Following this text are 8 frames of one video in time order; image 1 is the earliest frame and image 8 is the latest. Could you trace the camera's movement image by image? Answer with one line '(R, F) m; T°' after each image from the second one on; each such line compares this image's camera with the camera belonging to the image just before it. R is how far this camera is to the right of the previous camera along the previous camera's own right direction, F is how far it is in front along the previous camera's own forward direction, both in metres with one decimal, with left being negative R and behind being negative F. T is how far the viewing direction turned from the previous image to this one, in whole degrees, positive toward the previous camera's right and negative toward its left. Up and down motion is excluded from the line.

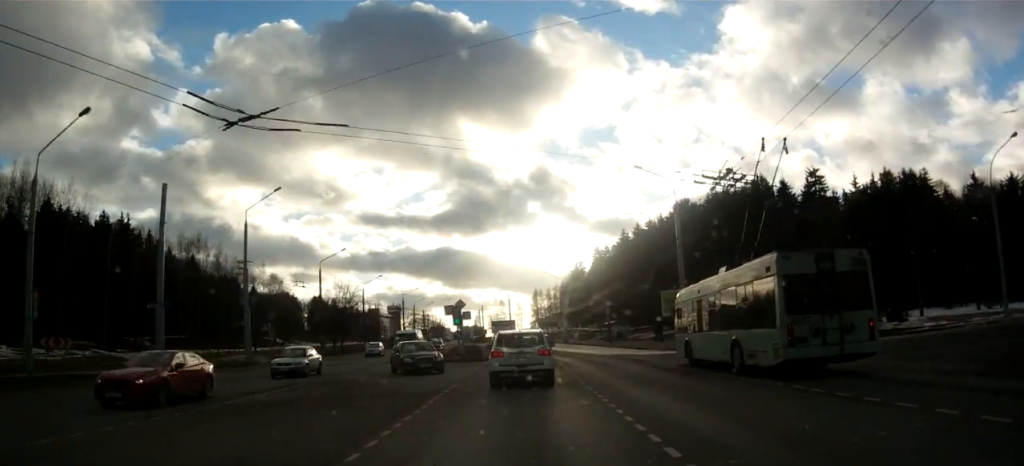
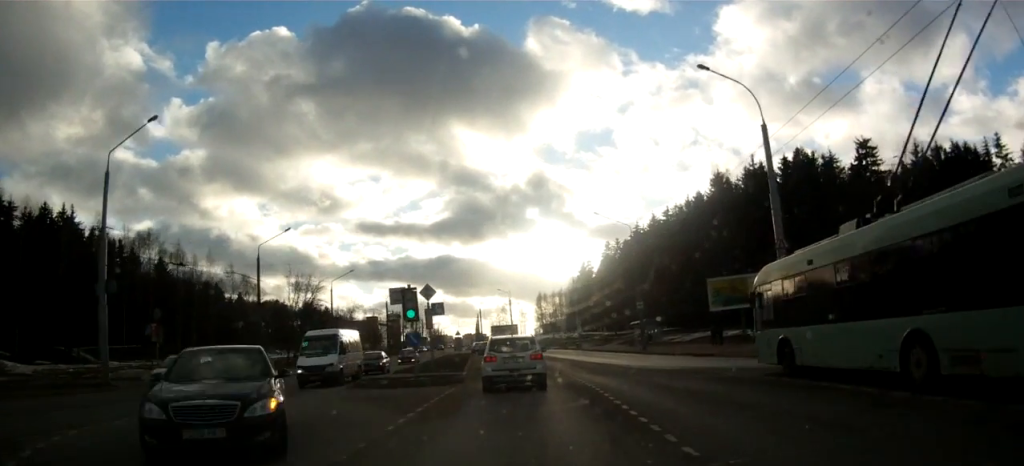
(-0.1, +18.3) m; -3°
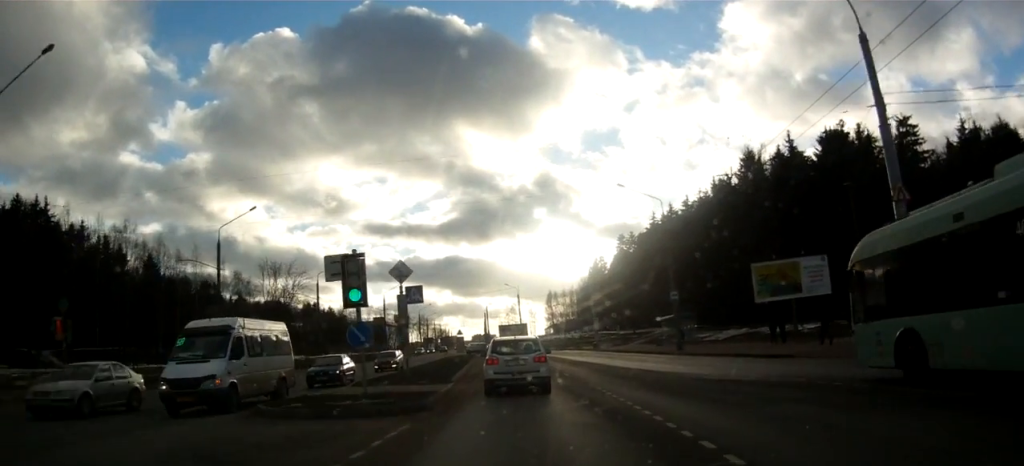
(-0.2, +9.3) m; -1°
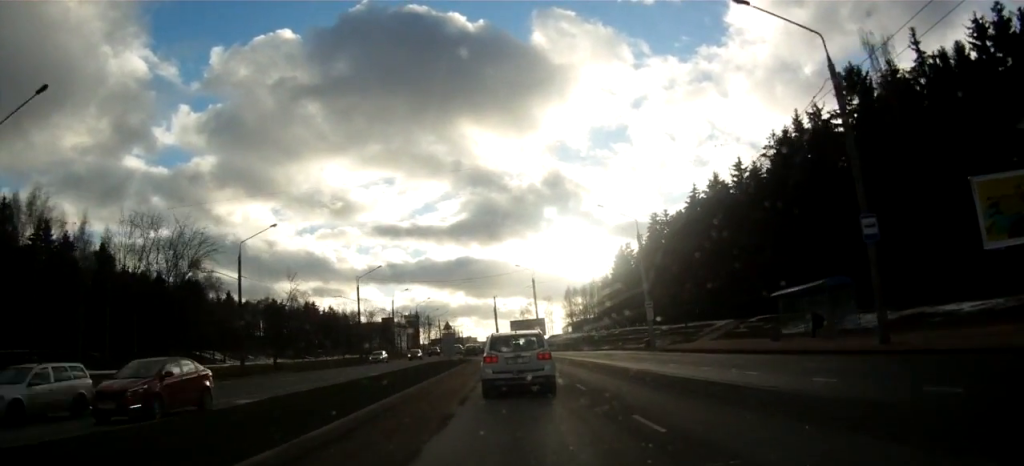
(+0.2, +25.1) m; -1°
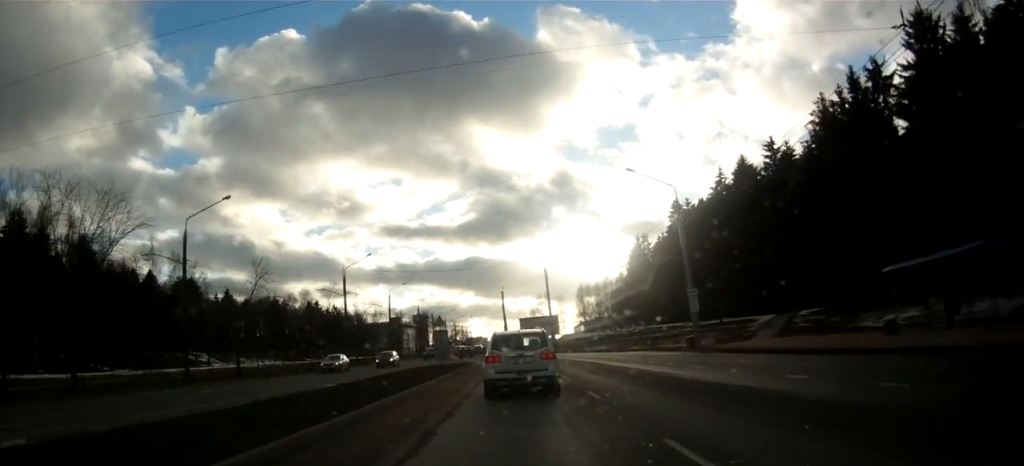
(-0.3, +10.7) m; -2°
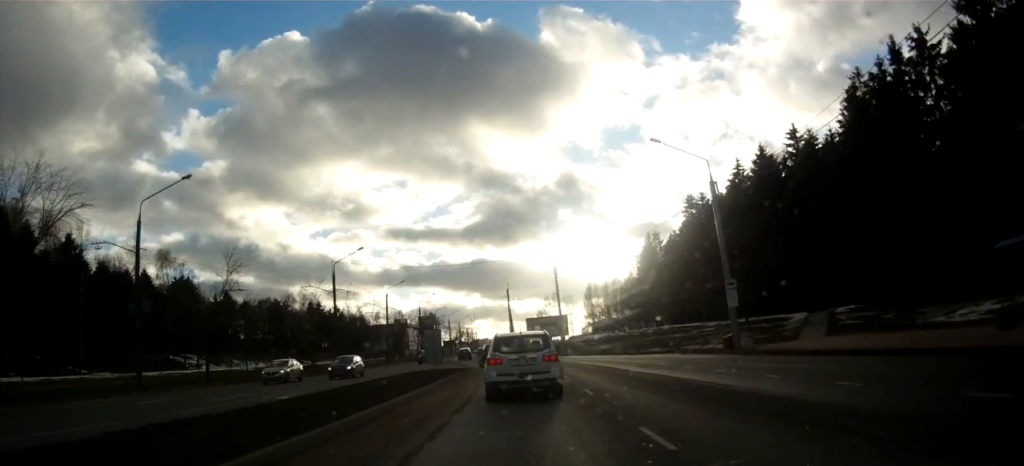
(0.0, +6.7) m; 0°
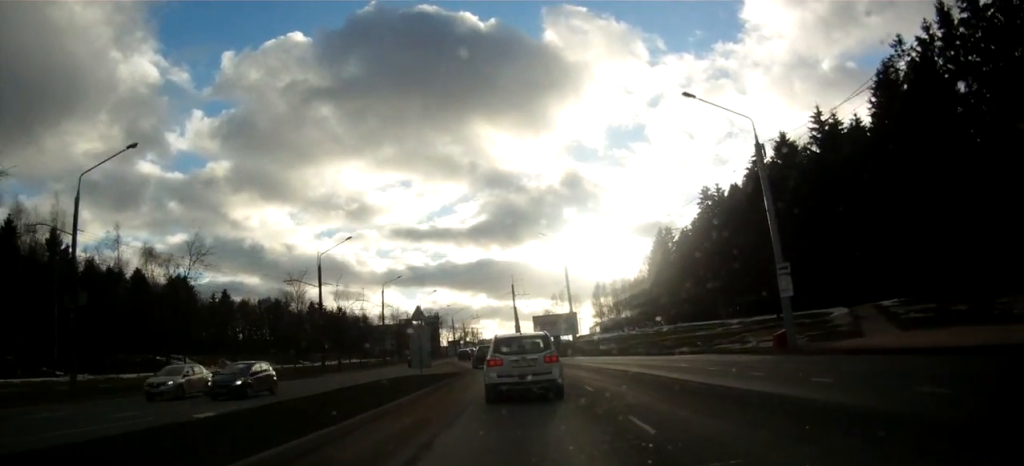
(0.0, +6.2) m; 0°
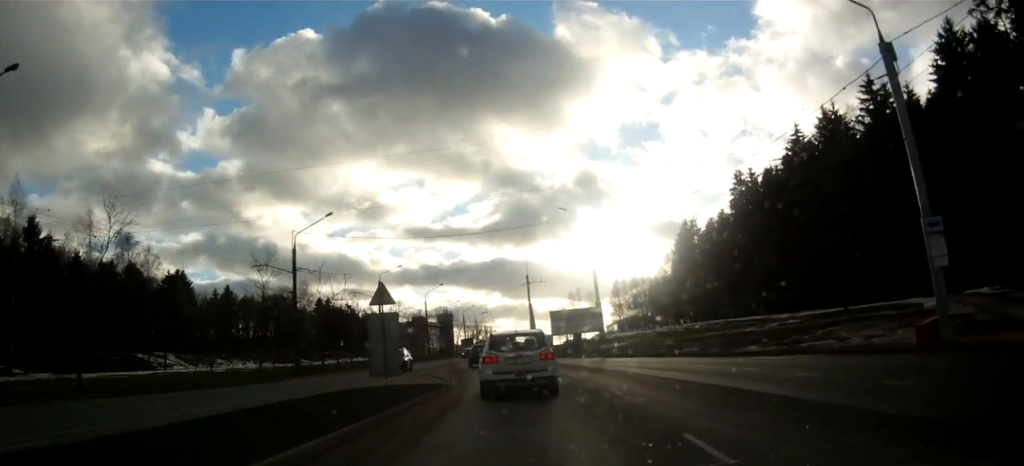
(0.0, +10.4) m; -1°
